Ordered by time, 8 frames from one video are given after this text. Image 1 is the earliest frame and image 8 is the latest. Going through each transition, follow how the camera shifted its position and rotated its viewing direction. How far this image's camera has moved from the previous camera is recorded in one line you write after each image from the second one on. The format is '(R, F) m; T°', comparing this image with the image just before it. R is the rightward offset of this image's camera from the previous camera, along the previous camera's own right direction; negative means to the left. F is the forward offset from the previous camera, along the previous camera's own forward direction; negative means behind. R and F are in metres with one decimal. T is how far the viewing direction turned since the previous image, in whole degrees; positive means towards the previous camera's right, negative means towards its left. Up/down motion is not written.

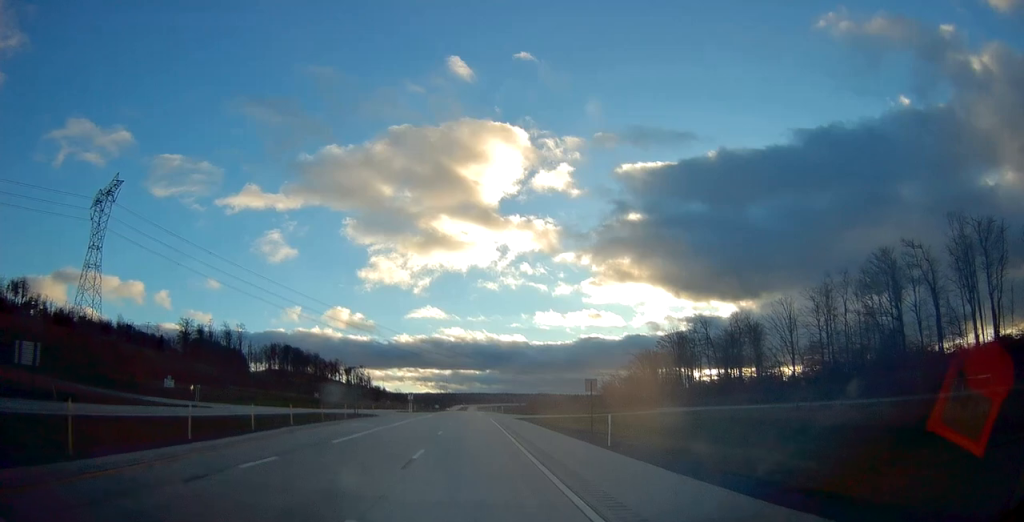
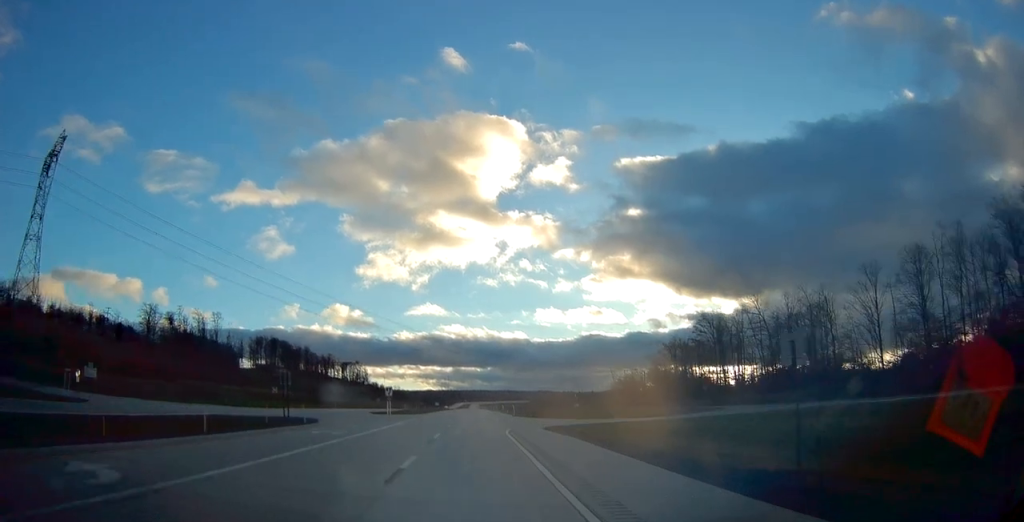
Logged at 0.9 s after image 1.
(-0.1, +25.7) m; 0°
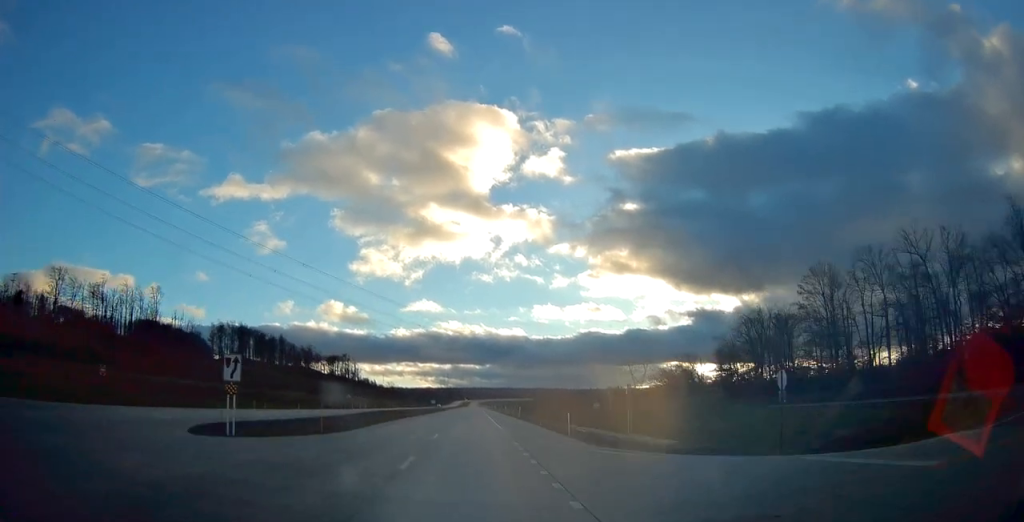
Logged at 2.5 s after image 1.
(+0.1, +44.5) m; 0°
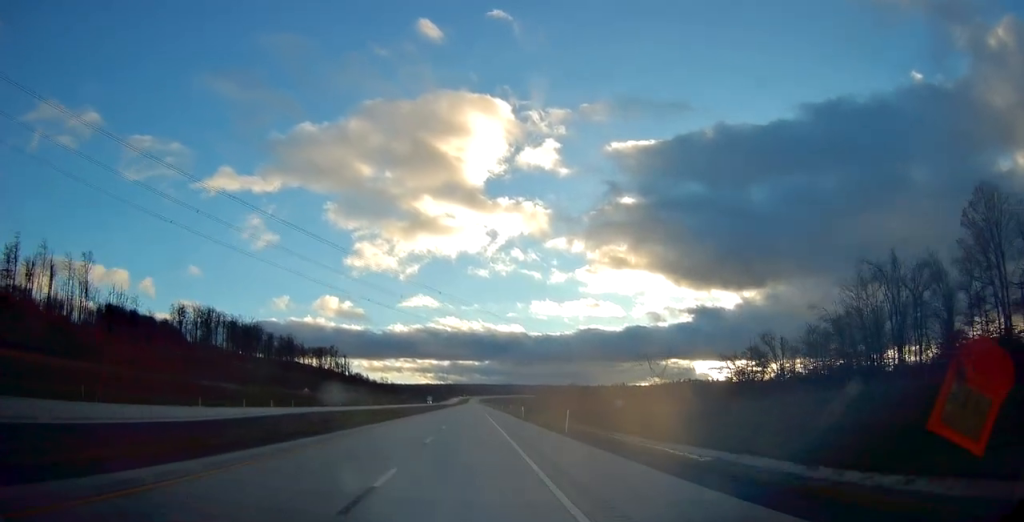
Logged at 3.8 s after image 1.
(0.0, +33.5) m; 0°
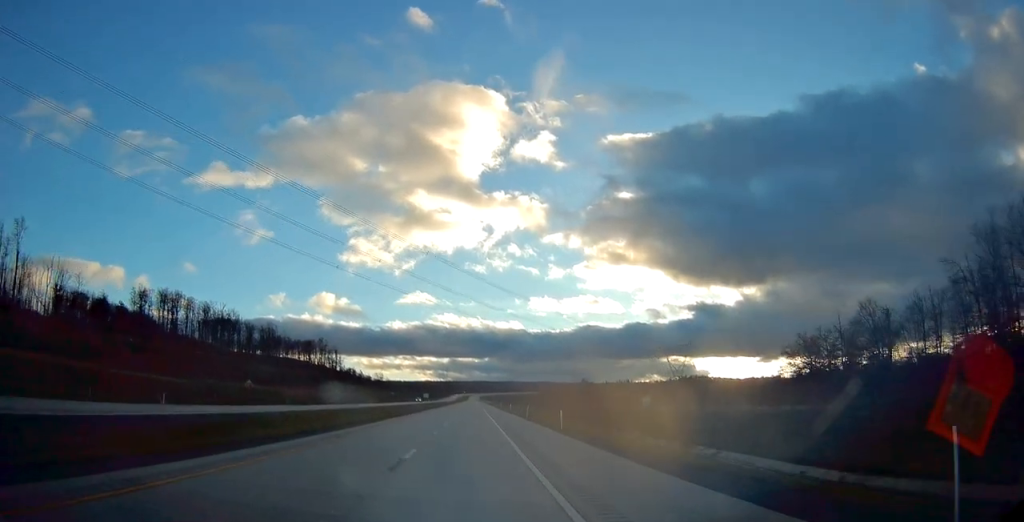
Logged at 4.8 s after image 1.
(+0.1, +24.7) m; 0°
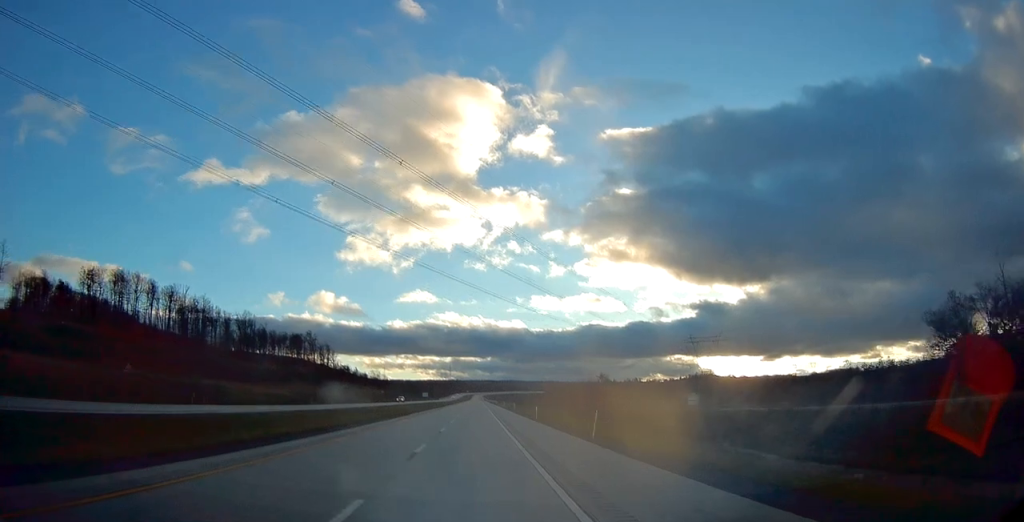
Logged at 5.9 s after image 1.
(0.0, +29.1) m; 0°
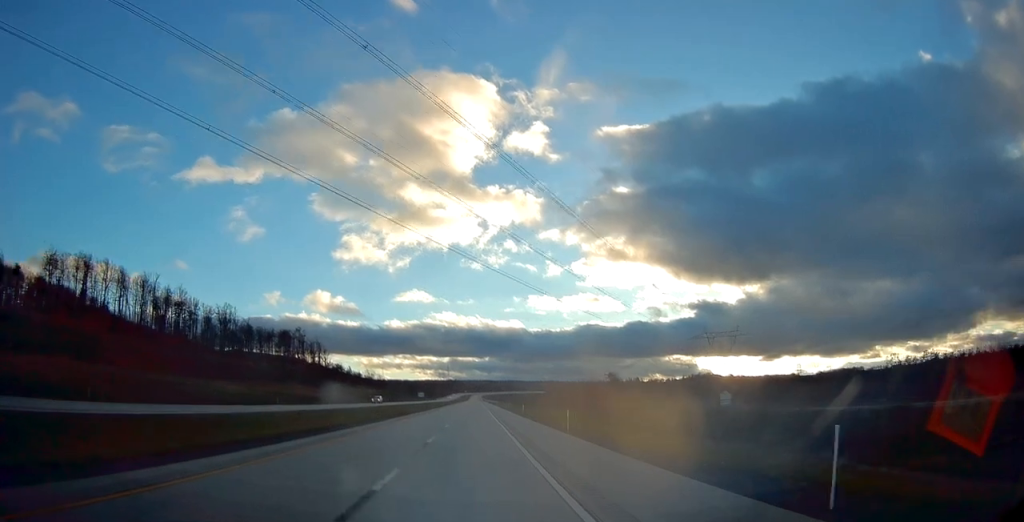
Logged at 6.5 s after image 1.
(0.0, +18.0) m; 0°
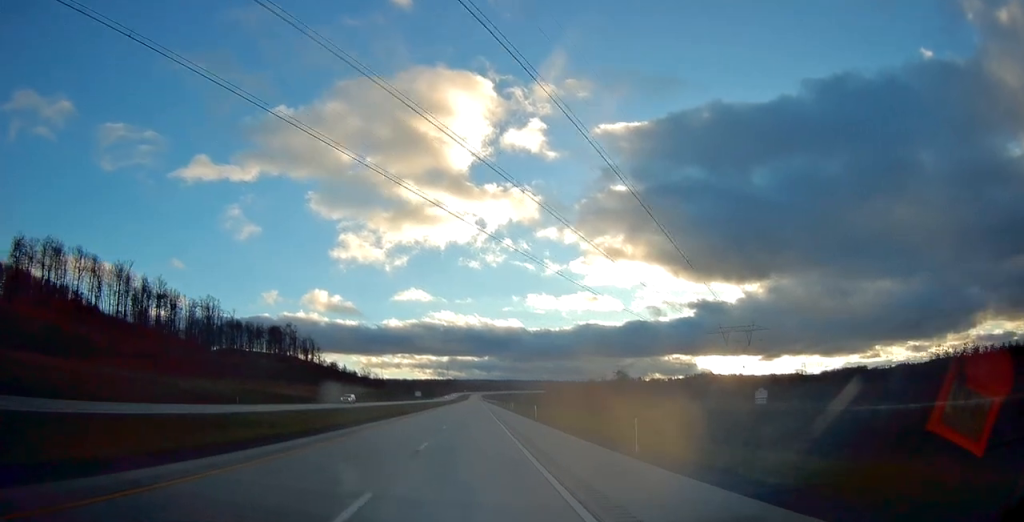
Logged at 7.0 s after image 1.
(0.0, +14.6) m; 0°
